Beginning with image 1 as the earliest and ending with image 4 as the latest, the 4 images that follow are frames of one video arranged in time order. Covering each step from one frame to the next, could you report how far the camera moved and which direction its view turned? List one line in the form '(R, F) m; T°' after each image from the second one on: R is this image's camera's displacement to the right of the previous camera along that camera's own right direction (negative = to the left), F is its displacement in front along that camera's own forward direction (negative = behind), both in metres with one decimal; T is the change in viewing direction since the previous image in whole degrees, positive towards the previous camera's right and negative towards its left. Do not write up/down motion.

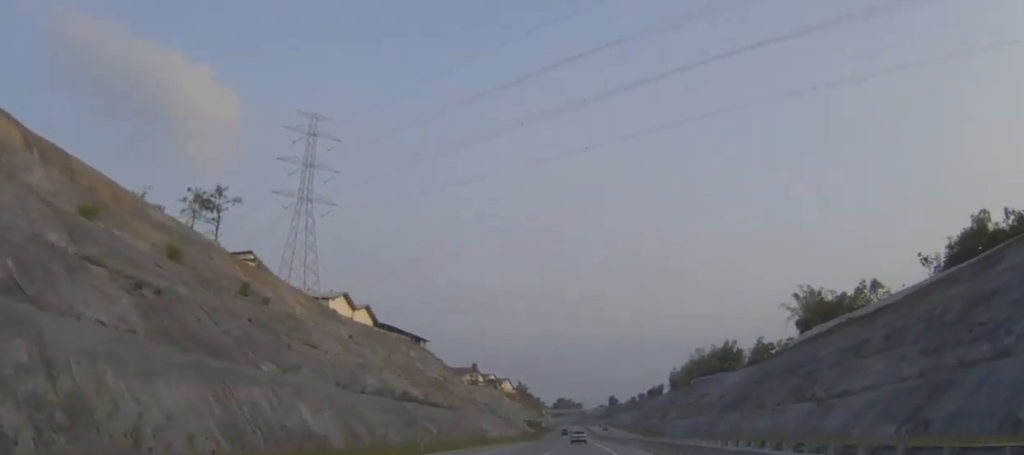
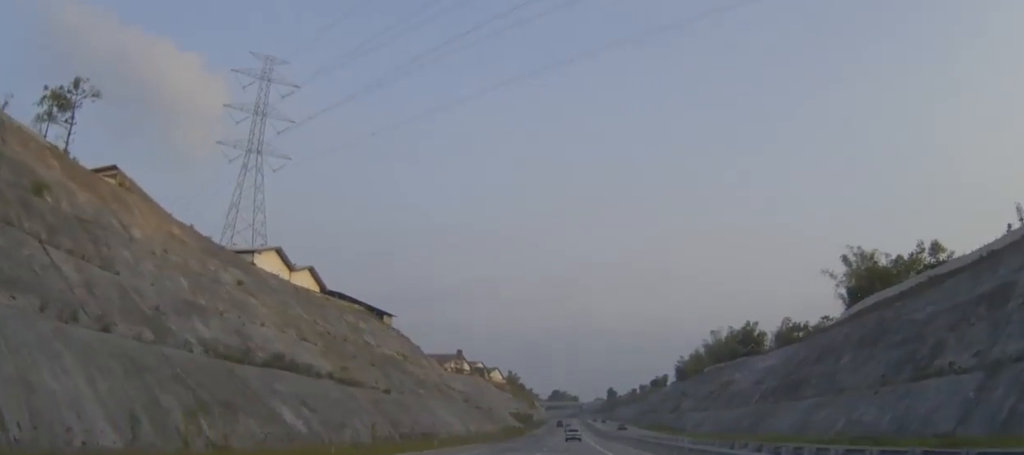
(+0.4, +44.2) m; +1°
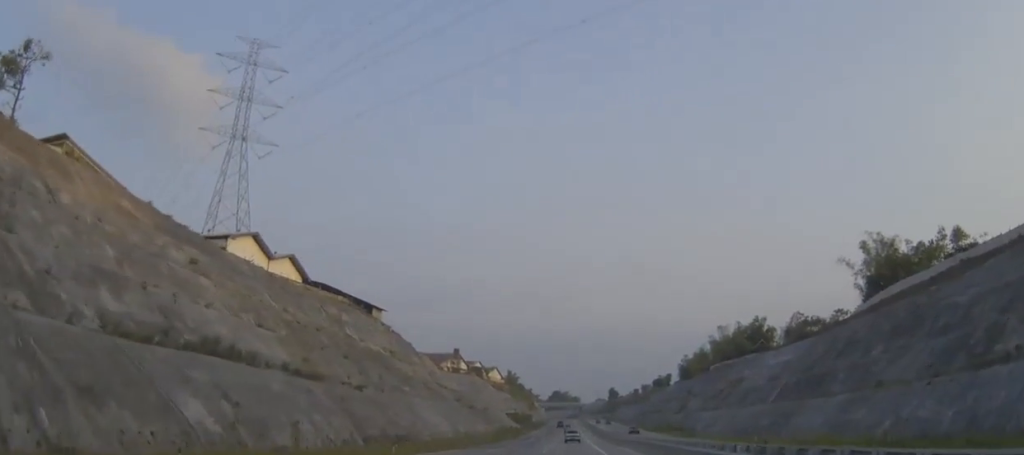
(0.0, +12.3) m; 0°
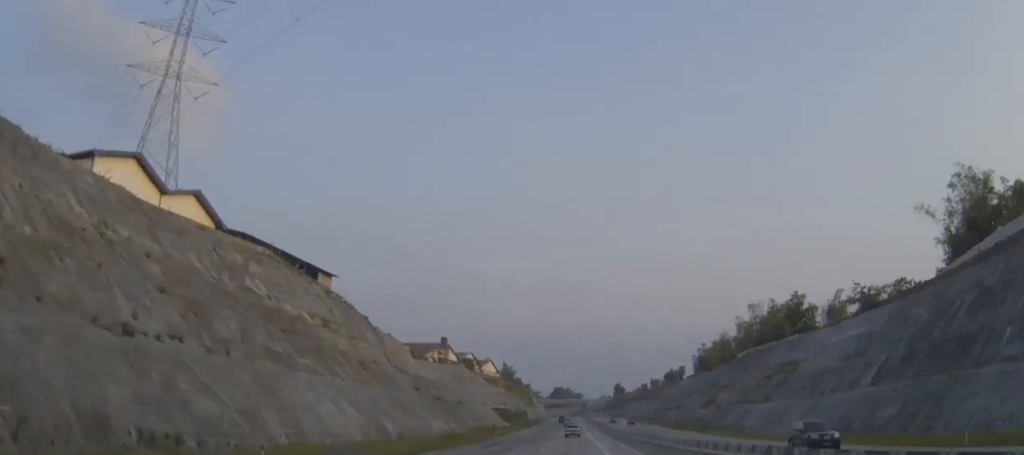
(-0.4, +45.1) m; -1°
